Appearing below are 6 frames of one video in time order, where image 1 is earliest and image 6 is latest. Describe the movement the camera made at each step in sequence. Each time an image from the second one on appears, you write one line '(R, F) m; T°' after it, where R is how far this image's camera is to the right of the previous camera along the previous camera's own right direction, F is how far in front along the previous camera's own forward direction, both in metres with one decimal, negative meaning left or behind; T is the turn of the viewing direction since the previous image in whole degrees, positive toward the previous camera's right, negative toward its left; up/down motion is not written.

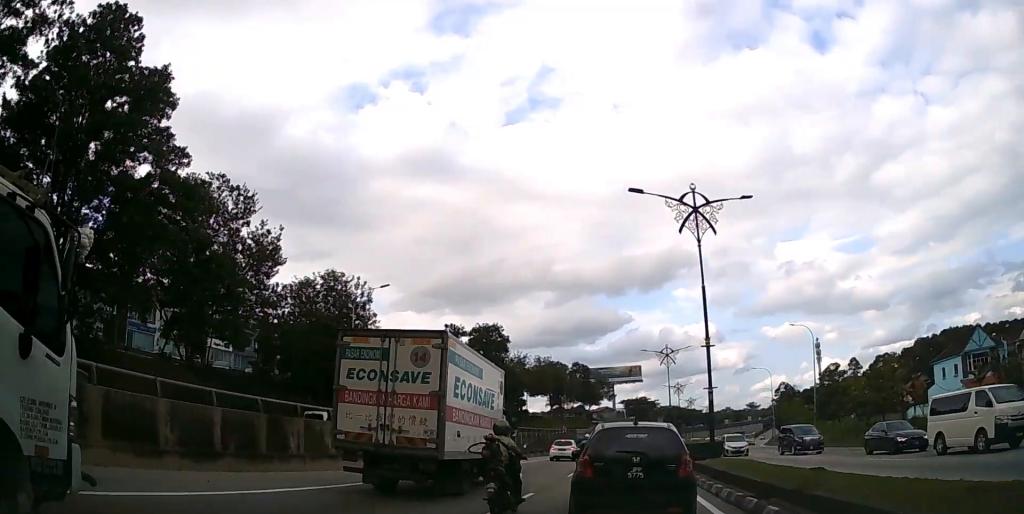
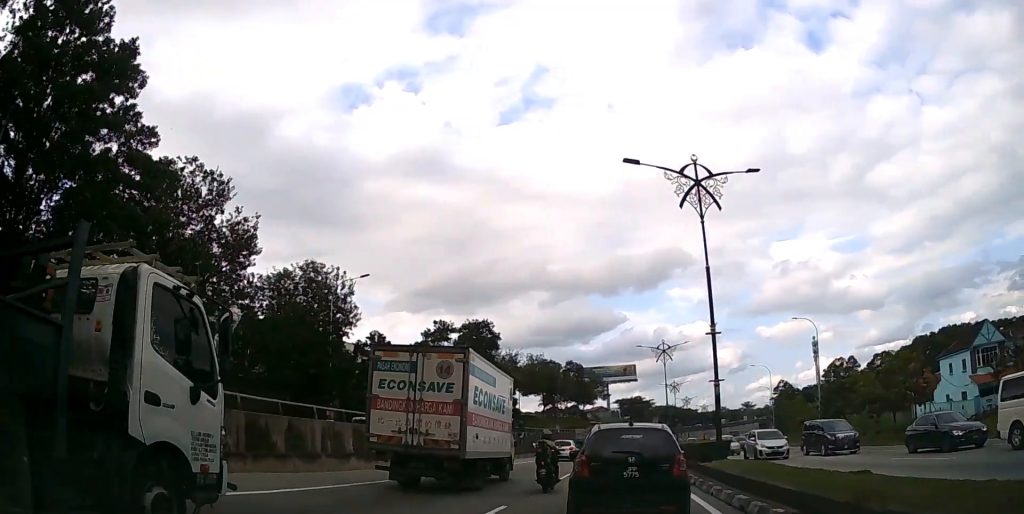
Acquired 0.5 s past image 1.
(0.0, +2.8) m; 0°
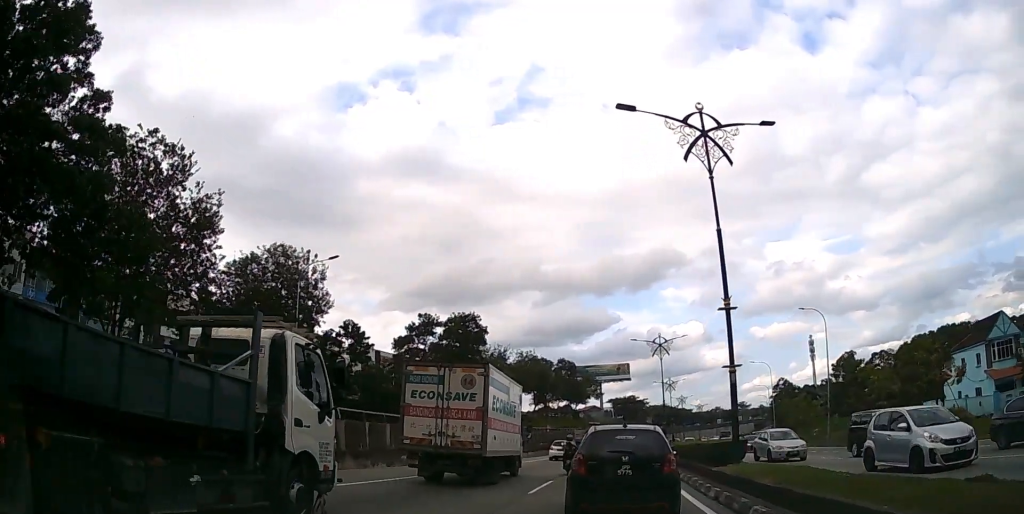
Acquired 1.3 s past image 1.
(0.0, +4.1) m; 0°
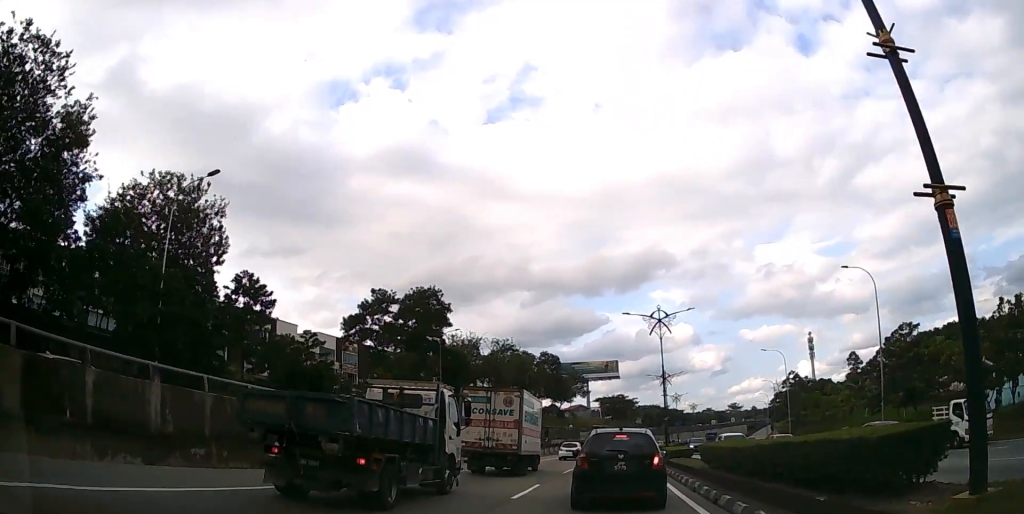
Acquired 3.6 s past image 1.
(+0.1, +12.5) m; +2°
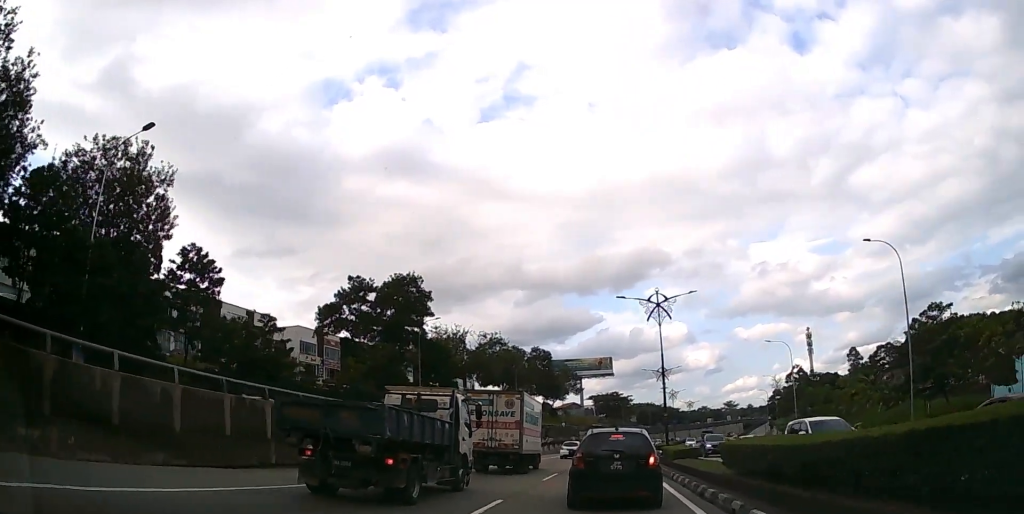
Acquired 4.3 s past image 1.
(0.0, +4.7) m; +1°
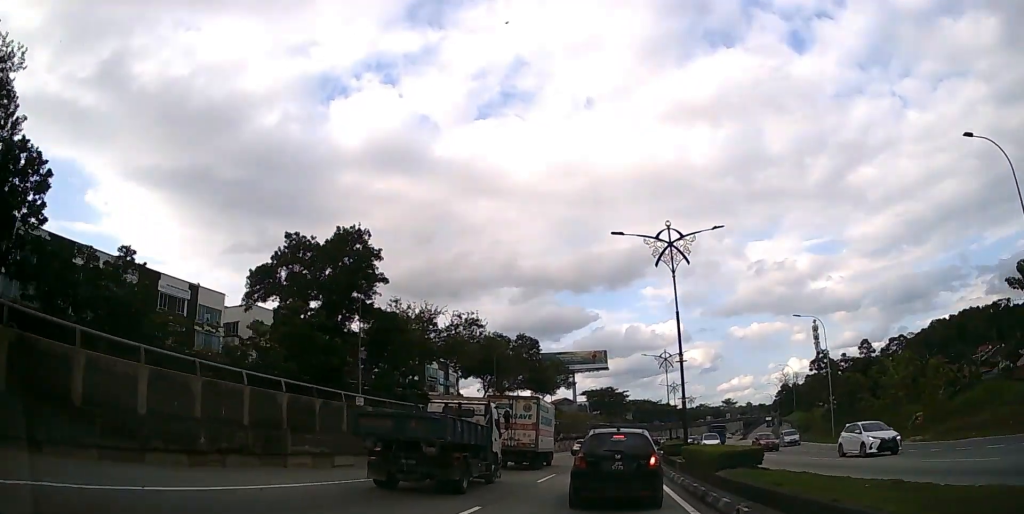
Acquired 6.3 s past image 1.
(+0.1, +13.0) m; 0°
